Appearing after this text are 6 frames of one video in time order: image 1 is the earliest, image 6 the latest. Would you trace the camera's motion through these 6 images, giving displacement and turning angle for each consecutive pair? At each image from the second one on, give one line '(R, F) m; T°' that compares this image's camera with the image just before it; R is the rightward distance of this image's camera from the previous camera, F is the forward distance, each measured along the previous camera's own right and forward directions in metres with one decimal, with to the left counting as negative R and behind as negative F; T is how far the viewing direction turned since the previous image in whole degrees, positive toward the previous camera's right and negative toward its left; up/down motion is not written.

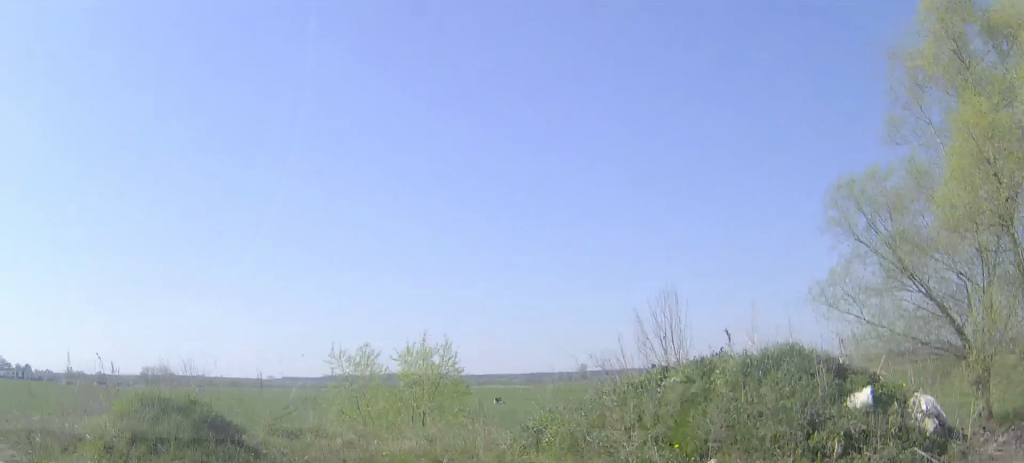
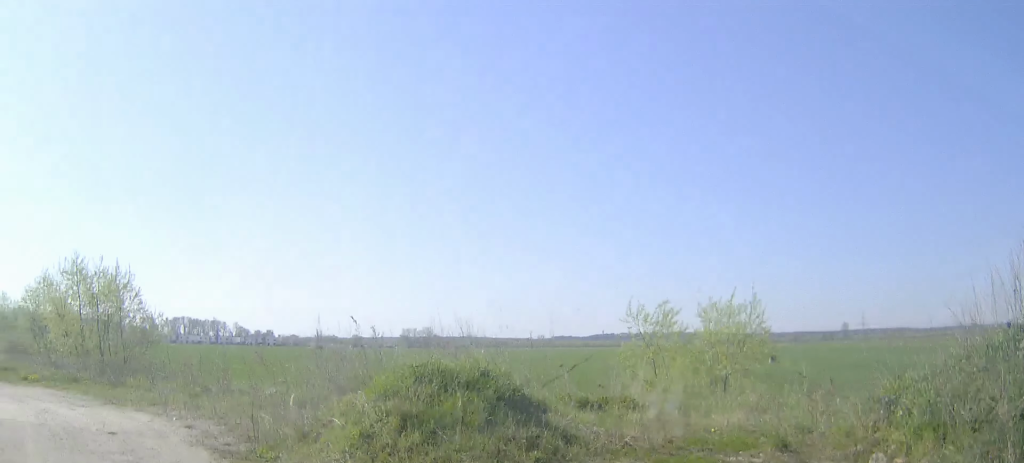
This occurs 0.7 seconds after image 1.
(-0.3, +2.0) m; -24°
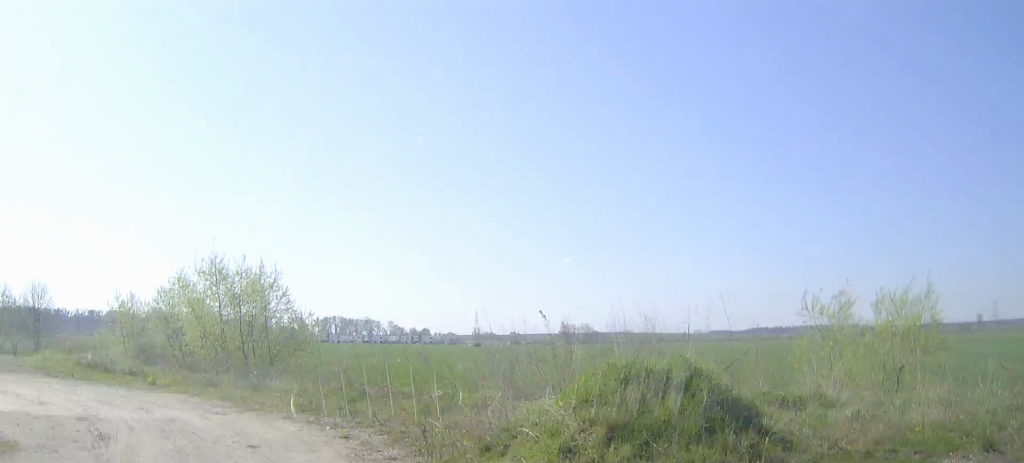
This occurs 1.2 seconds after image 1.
(-0.3, +1.1) m; -12°
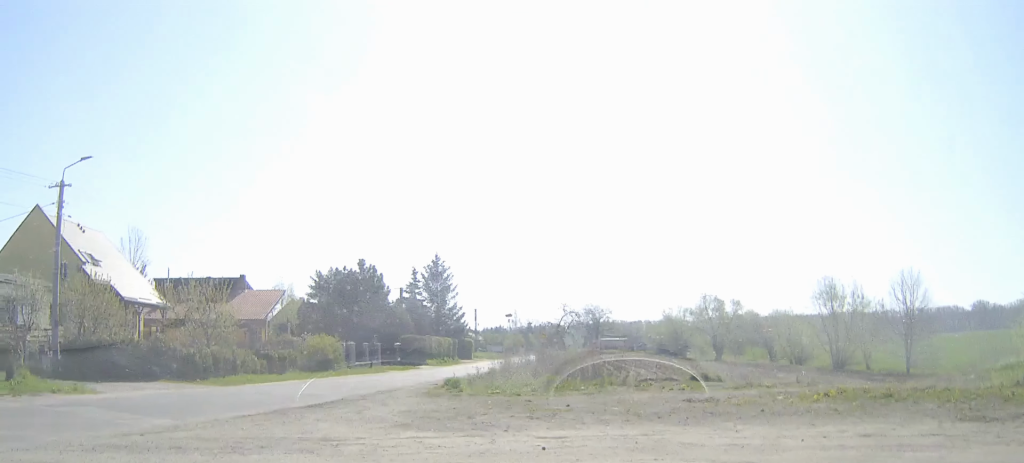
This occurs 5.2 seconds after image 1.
(-7.4, +10.0) m; -56°
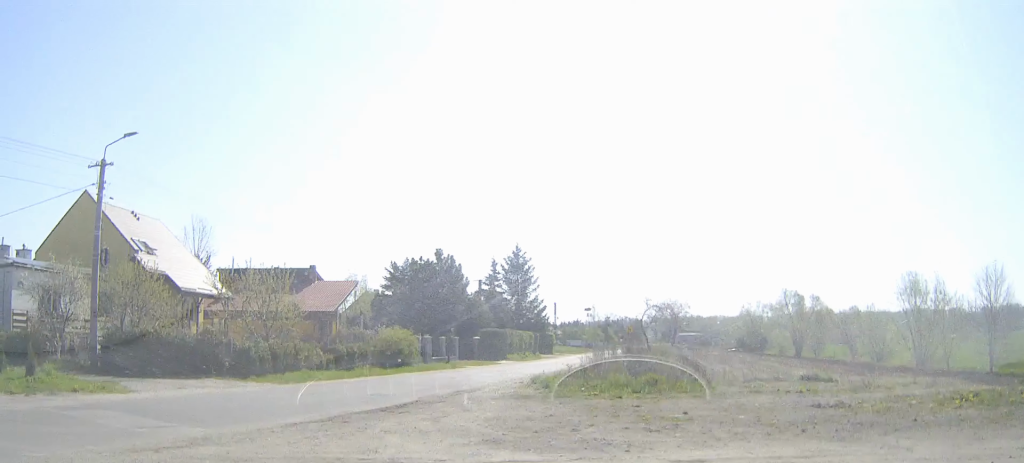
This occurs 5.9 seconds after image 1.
(-0.1, +2.5) m; -5°
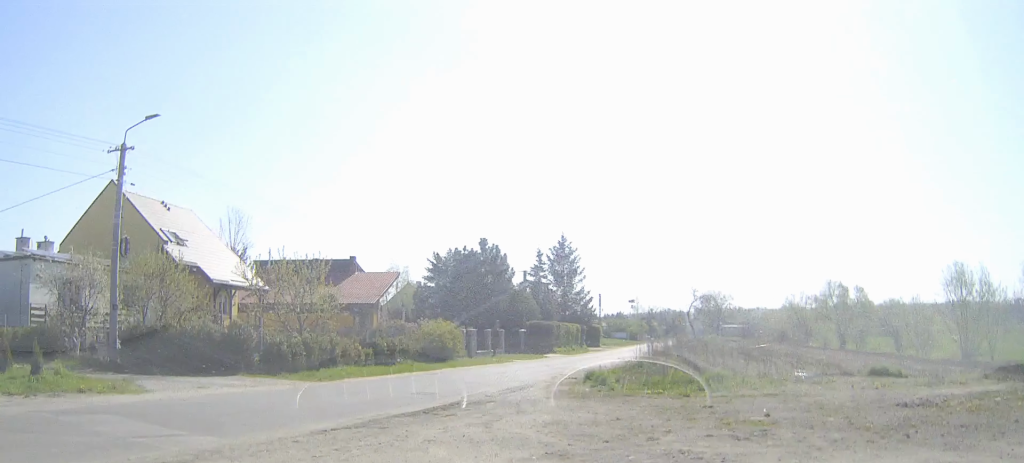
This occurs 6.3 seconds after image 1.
(-0.1, +1.6) m; -3°
